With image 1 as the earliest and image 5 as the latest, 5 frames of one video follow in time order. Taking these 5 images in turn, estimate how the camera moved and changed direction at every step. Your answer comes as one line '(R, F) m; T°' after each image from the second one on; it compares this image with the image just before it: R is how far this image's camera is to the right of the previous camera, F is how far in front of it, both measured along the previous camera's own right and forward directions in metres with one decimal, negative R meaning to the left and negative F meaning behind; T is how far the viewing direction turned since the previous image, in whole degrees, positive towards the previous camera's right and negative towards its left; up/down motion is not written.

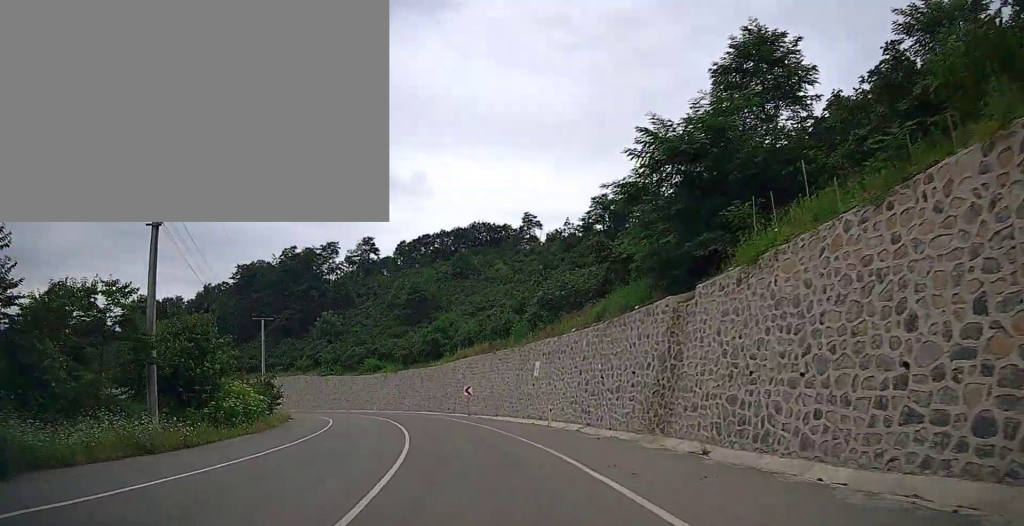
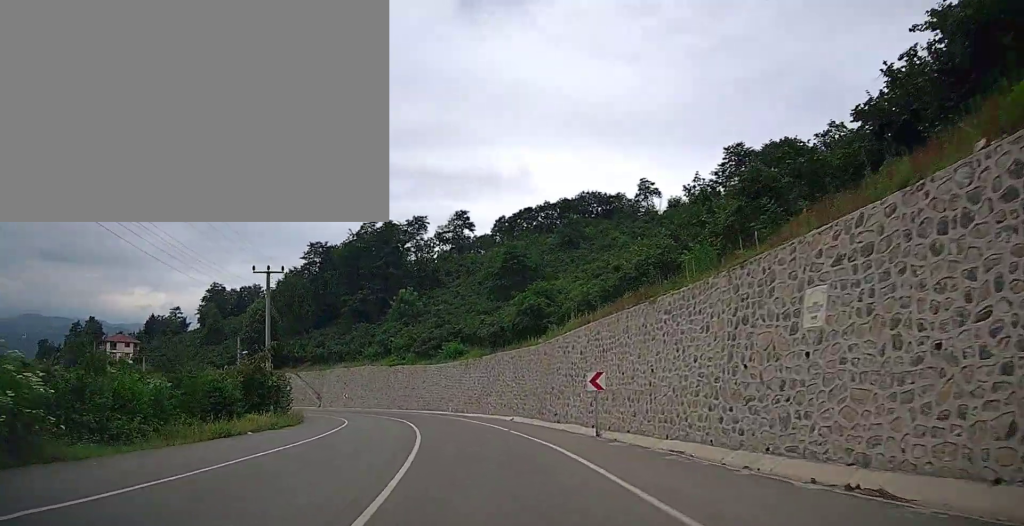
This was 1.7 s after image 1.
(-1.3, +19.8) m; -9°
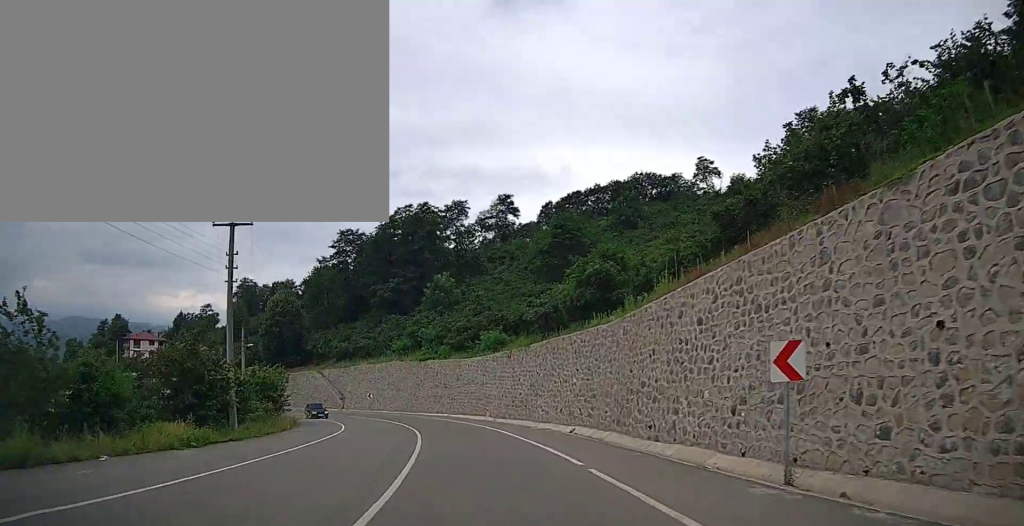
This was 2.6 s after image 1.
(-0.6, +10.7) m; -6°
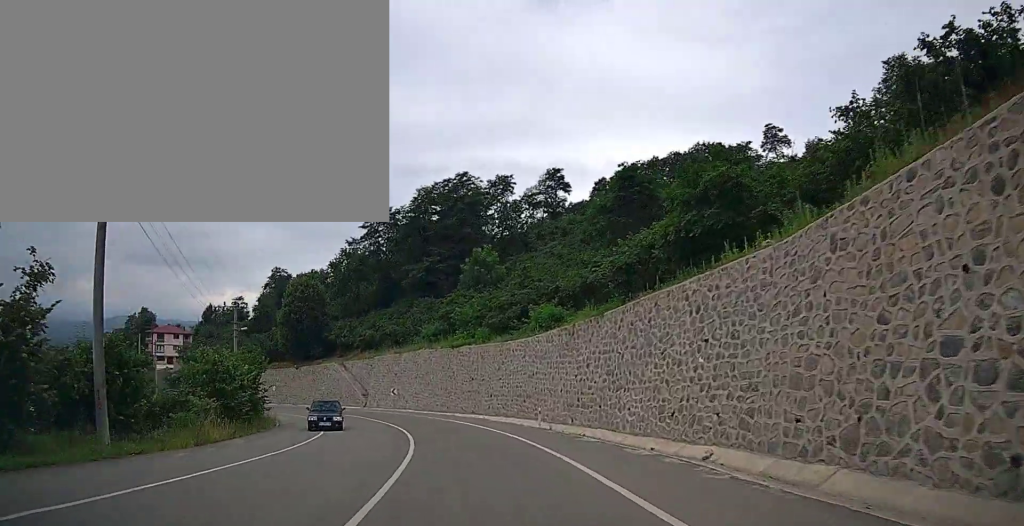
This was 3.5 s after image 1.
(-0.6, +11.9) m; -5°
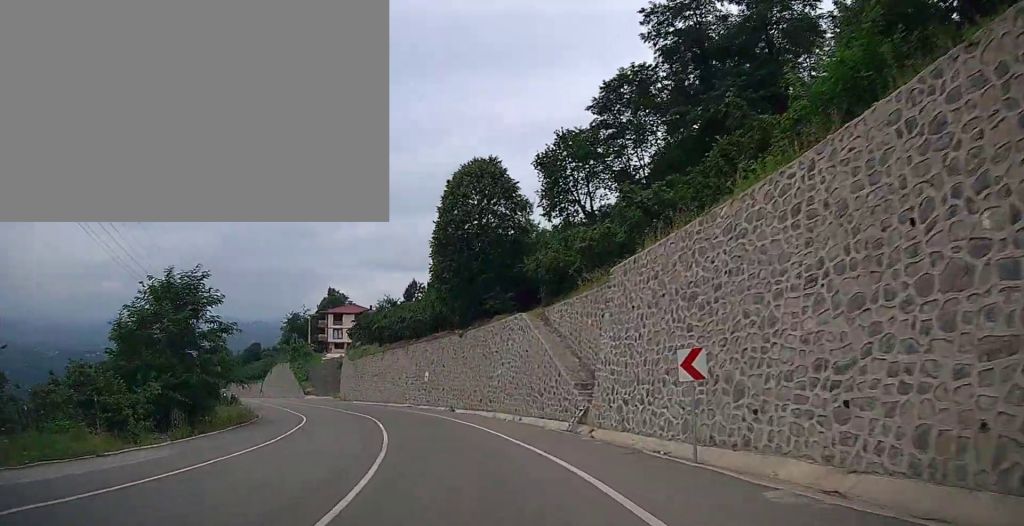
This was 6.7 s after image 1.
(-7.6, +42.1) m; -23°
